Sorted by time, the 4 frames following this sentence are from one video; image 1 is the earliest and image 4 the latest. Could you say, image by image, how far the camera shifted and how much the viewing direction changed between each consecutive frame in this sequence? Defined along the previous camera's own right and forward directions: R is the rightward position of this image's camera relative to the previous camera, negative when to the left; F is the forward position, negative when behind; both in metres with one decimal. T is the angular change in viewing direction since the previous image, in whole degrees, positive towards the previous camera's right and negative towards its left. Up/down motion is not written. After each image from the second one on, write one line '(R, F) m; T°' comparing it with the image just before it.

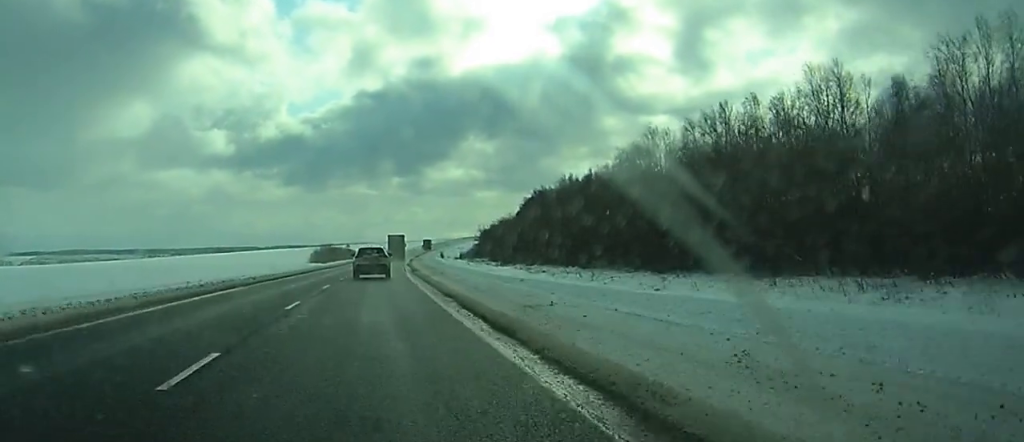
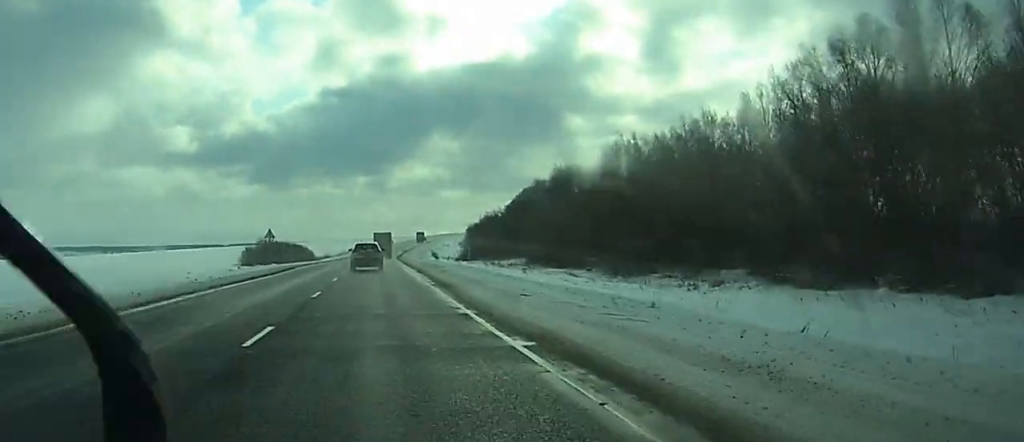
(+3.2, +77.8) m; +3°
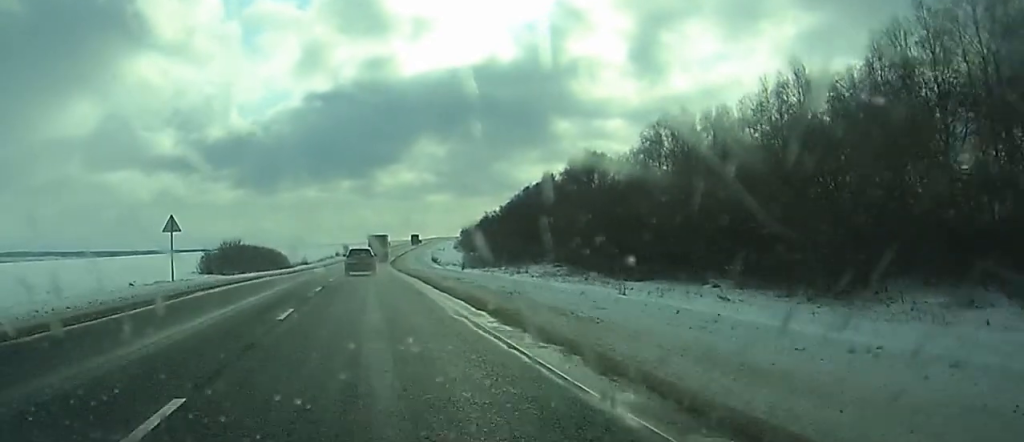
(+0.5, +30.2) m; +1°
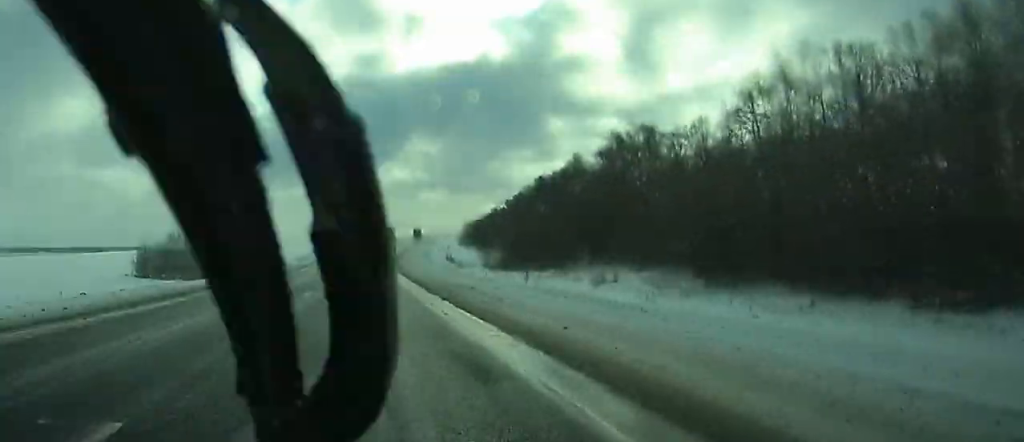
(+0.1, +36.3) m; 0°
